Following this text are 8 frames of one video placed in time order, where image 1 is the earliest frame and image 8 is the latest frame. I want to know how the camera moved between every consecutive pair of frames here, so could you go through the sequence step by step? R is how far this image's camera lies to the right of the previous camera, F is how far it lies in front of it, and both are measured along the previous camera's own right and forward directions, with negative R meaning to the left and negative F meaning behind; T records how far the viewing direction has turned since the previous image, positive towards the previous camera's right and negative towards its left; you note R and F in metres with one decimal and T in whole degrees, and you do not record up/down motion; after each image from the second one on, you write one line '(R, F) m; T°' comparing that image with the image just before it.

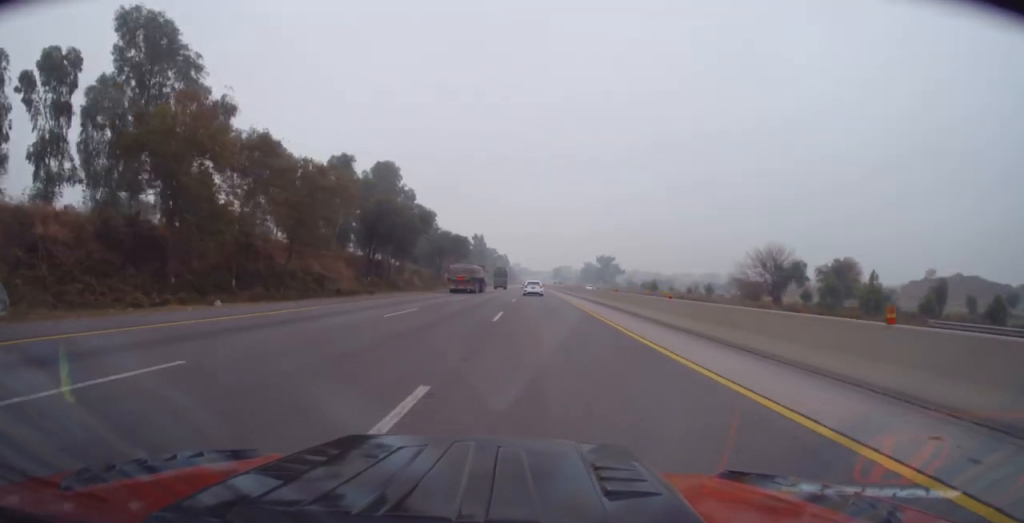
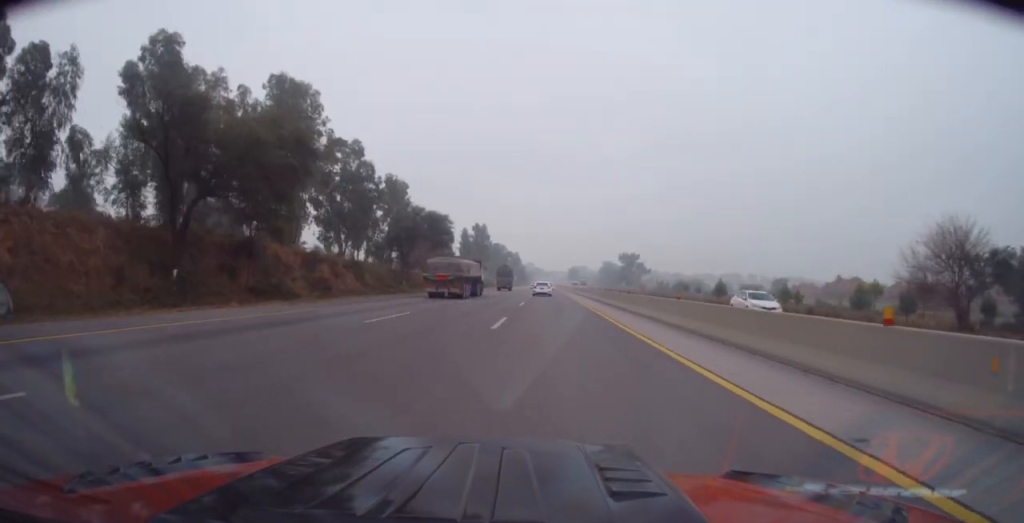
(-0.8, +39.1) m; -1°
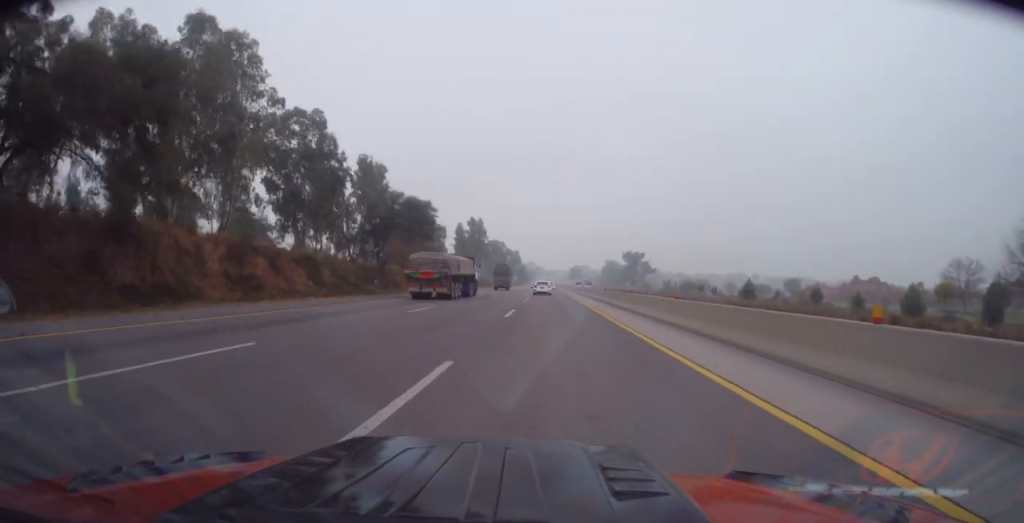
(+0.2, +12.7) m; 0°
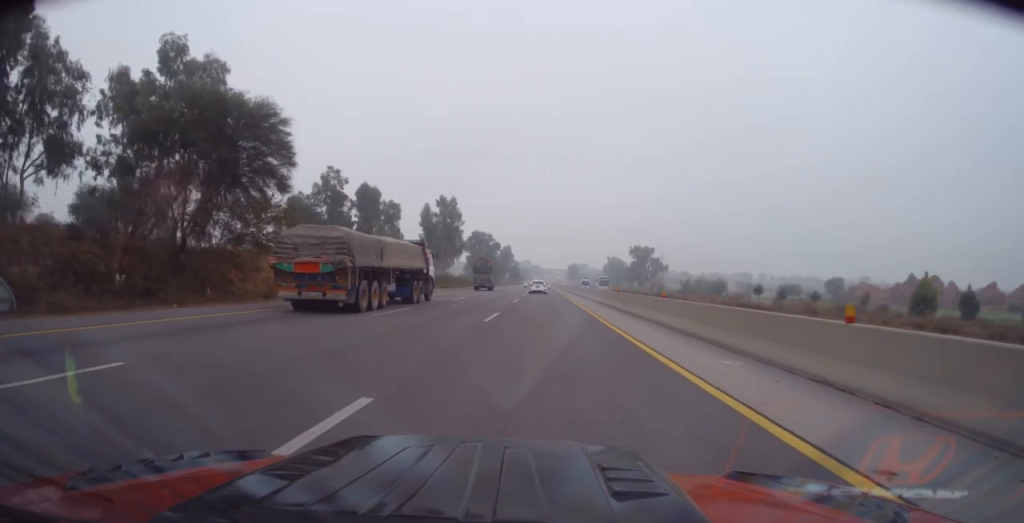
(-0.3, +39.2) m; 0°
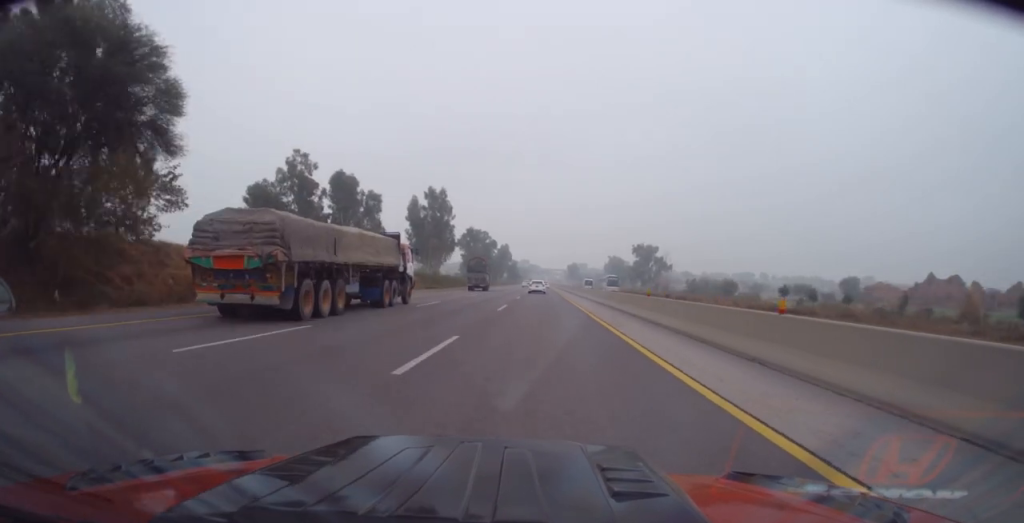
(+0.2, +11.0) m; 0°
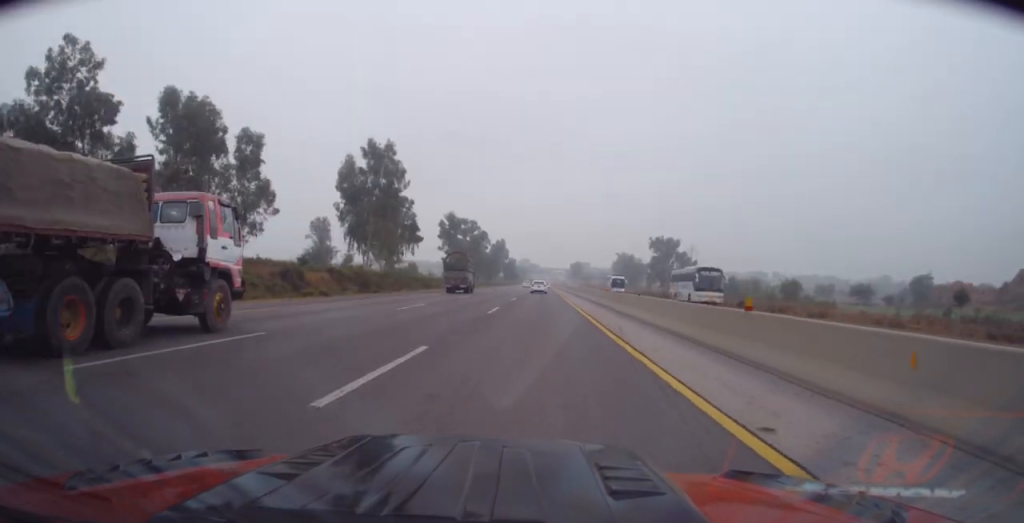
(-0.1, +38.4) m; 0°
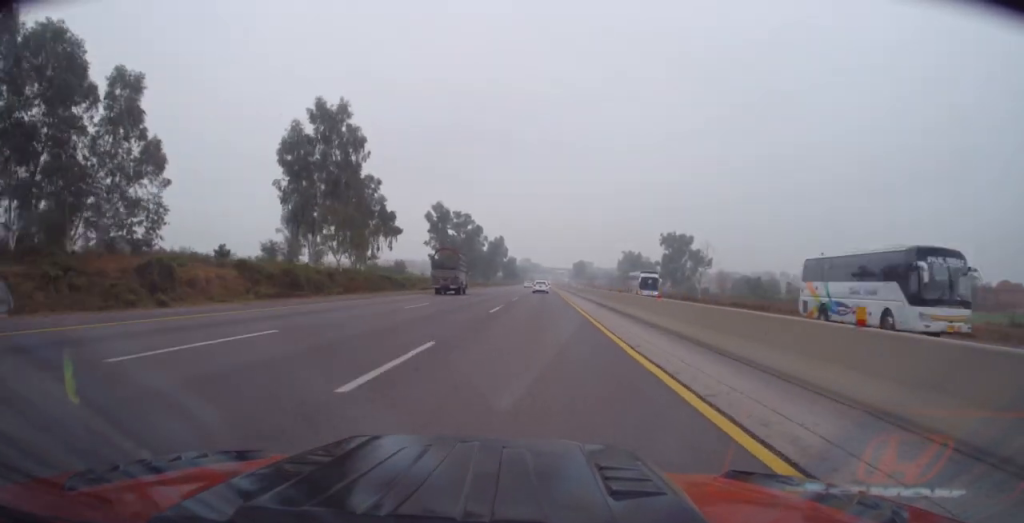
(+0.1, +17.3) m; 0°
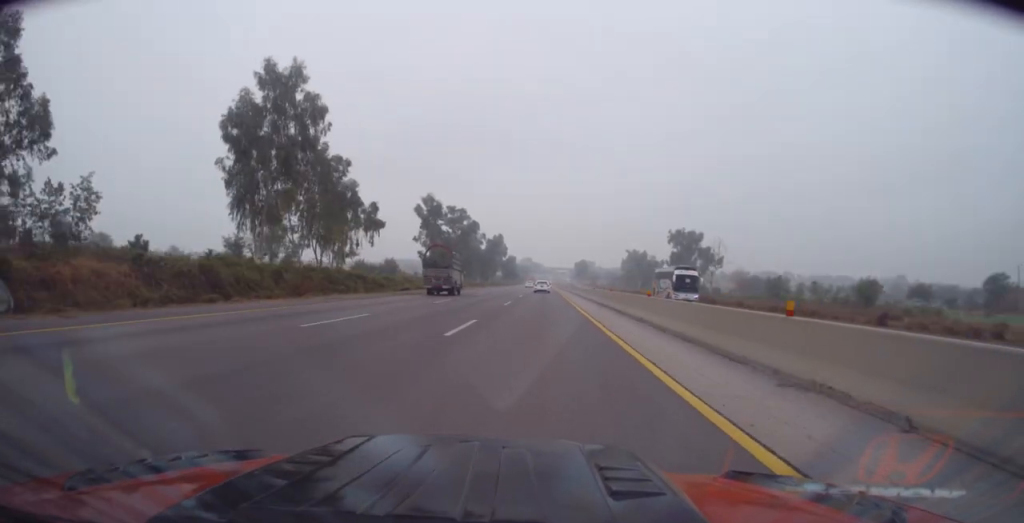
(+0.2, +10.9) m; 0°
